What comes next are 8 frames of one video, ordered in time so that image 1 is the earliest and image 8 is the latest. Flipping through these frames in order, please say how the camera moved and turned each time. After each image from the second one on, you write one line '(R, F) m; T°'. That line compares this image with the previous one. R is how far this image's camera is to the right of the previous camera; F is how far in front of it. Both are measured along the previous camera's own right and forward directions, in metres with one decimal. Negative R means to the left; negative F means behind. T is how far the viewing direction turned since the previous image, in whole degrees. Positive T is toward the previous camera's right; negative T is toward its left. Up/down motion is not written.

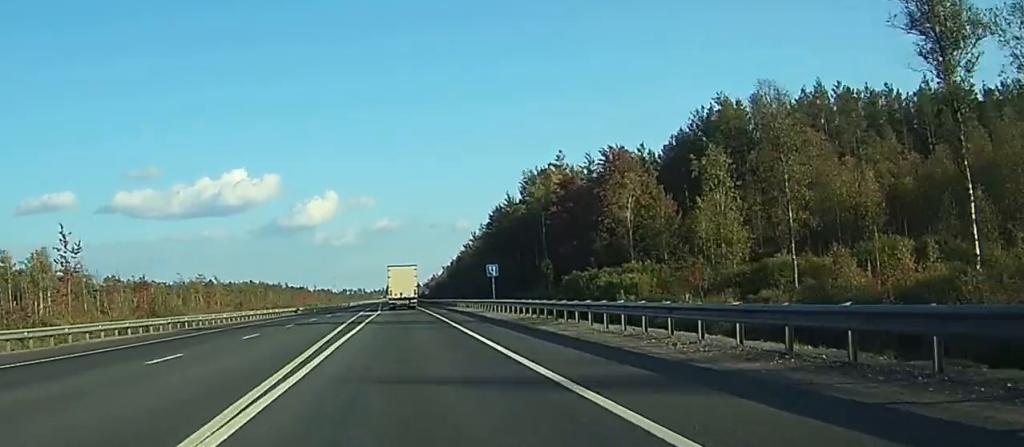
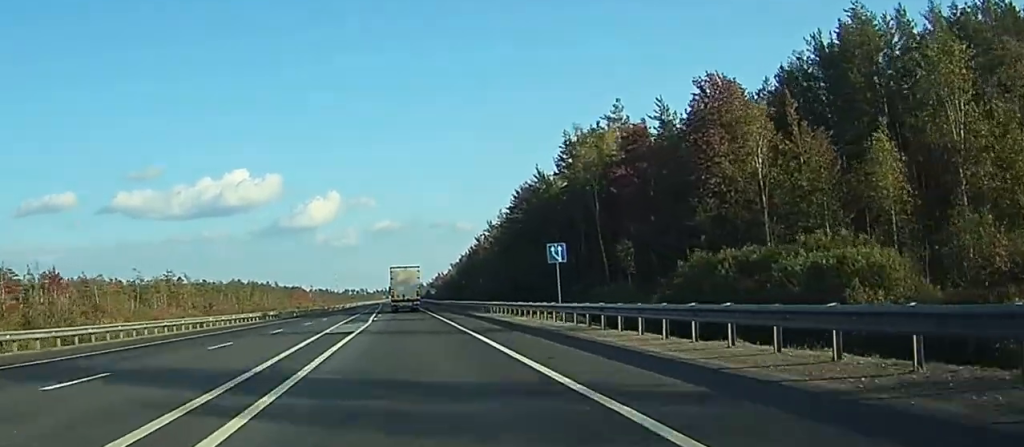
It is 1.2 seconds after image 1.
(0.0, +29.5) m; 0°
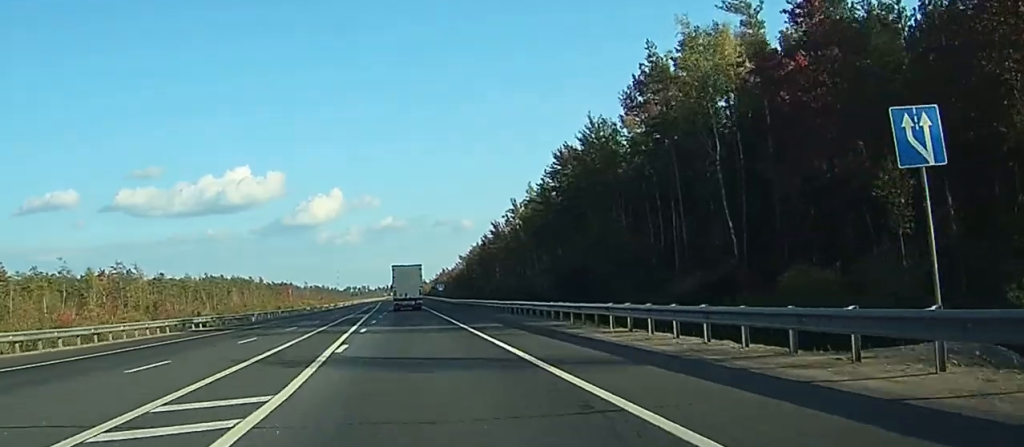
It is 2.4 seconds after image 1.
(+0.1, +32.2) m; +1°
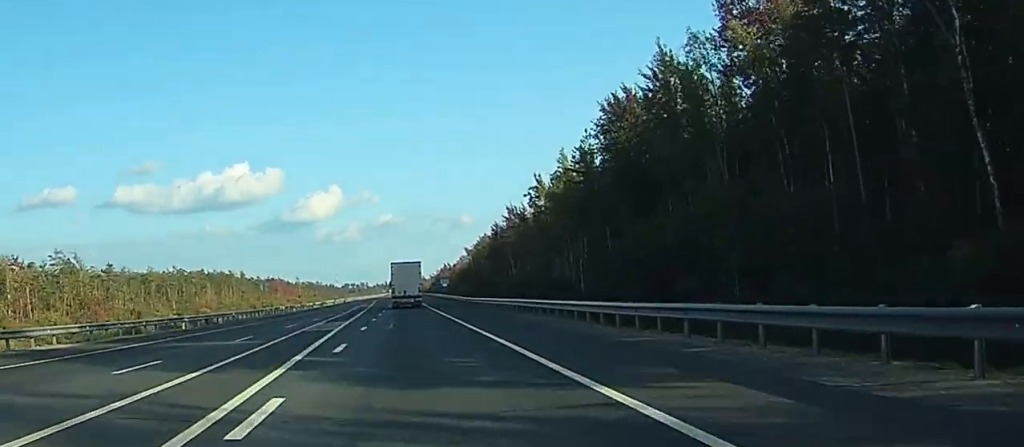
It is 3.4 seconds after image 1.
(+0.2, +24.6) m; +1°
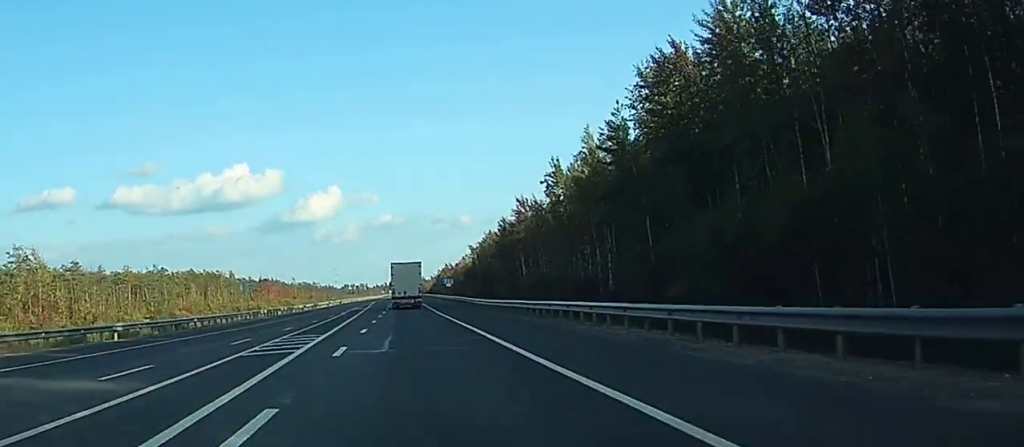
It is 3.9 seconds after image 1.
(+0.5, +12.7) m; -1°
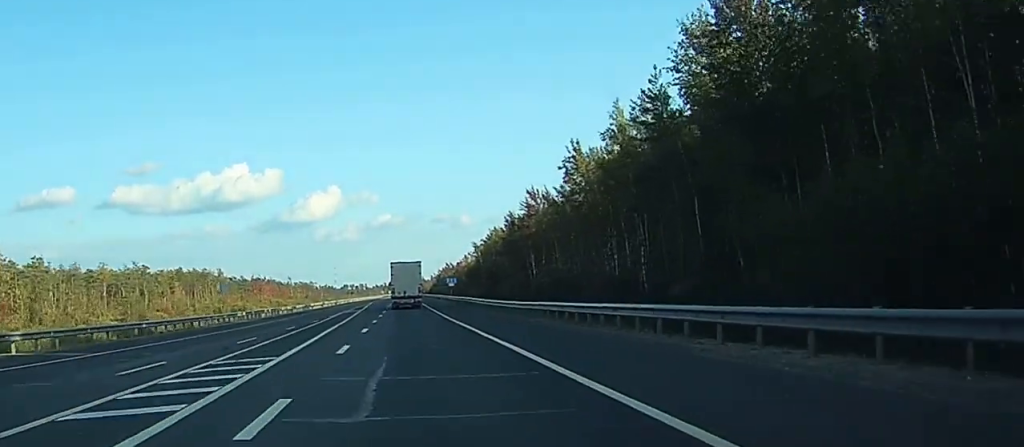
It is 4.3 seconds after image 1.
(0.0, +10.9) m; -1°
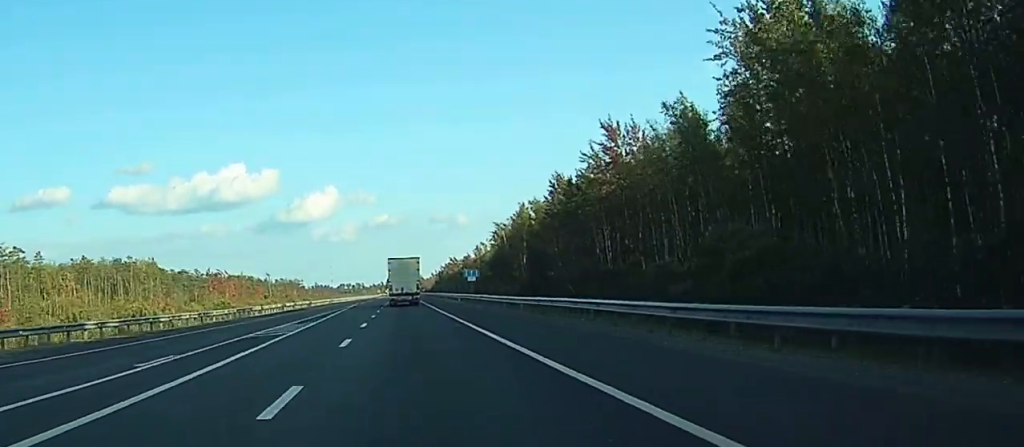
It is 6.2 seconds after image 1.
(-0.9, +45.8) m; +1°
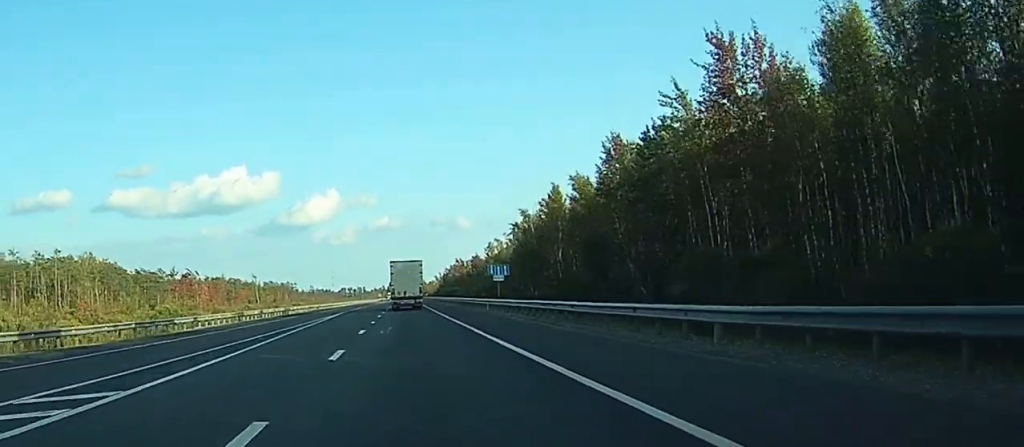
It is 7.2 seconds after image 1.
(+0.1, +26.6) m; +1°
